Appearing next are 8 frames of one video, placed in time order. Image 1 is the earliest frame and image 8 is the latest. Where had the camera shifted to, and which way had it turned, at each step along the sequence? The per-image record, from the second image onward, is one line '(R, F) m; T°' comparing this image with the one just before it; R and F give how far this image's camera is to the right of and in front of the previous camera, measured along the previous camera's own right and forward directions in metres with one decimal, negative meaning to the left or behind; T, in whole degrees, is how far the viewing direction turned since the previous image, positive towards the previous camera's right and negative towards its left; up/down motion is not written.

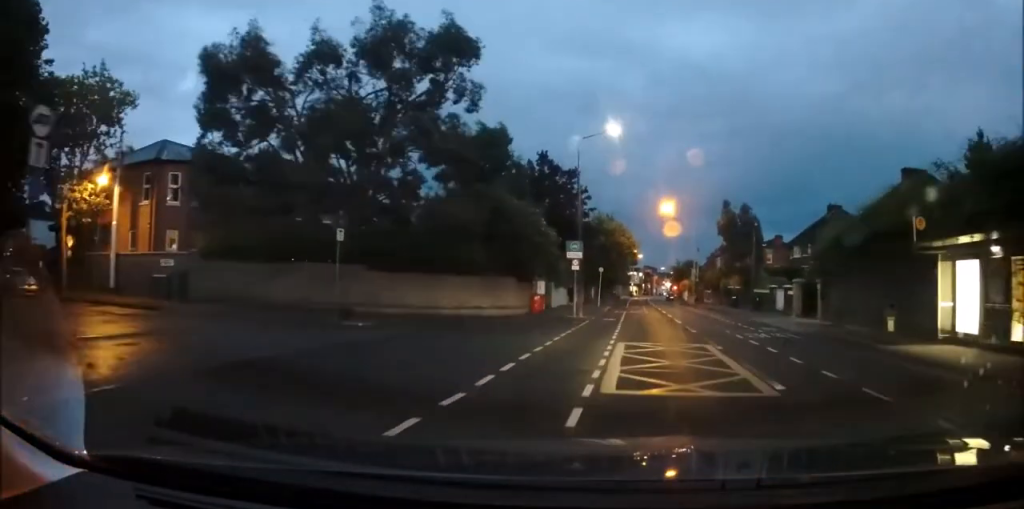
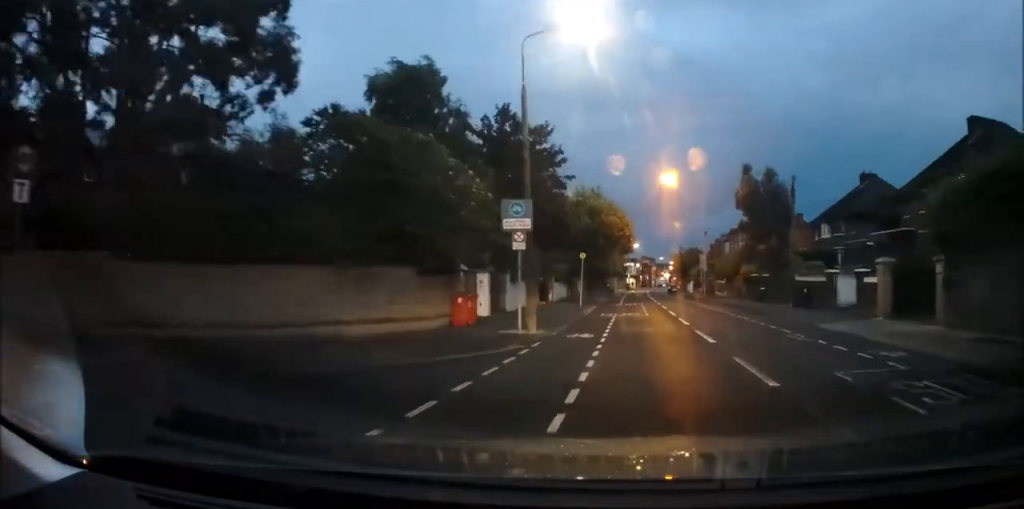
(-0.1, +12.2) m; -1°
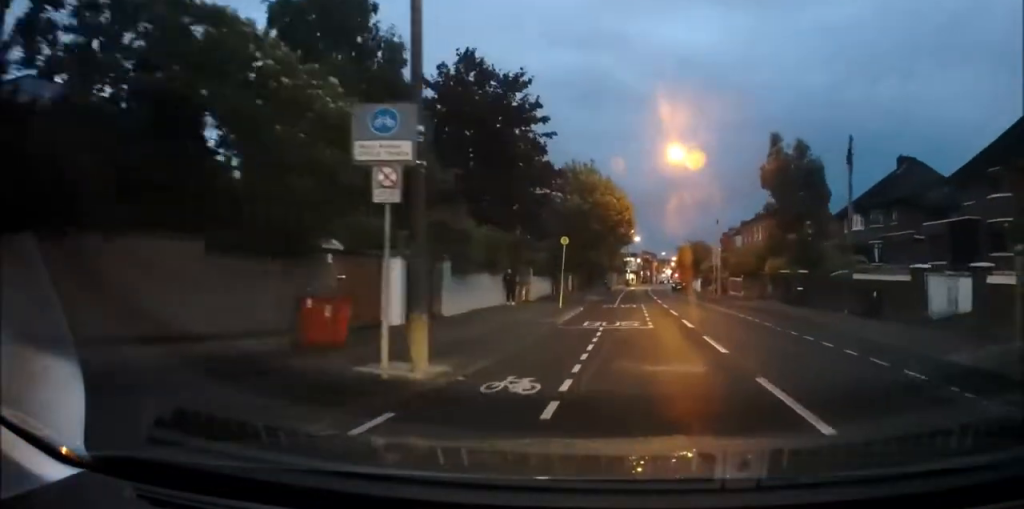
(0.0, +8.4) m; 0°
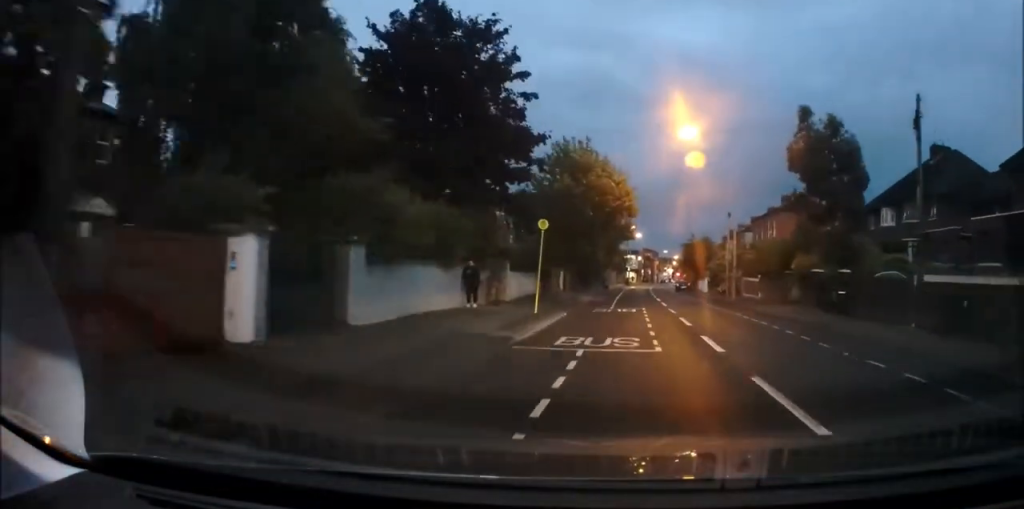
(0.0, +5.9) m; 0°
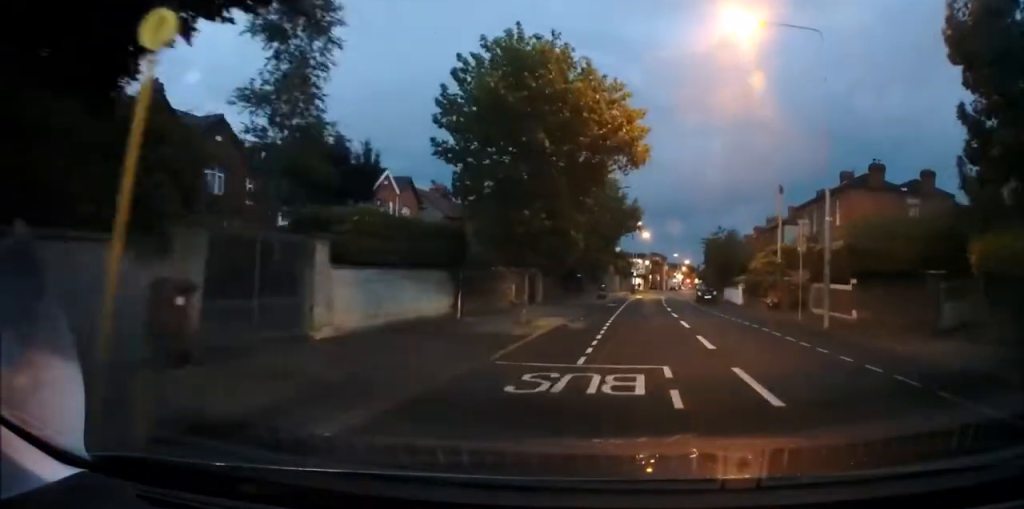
(+0.1, +15.9) m; +1°
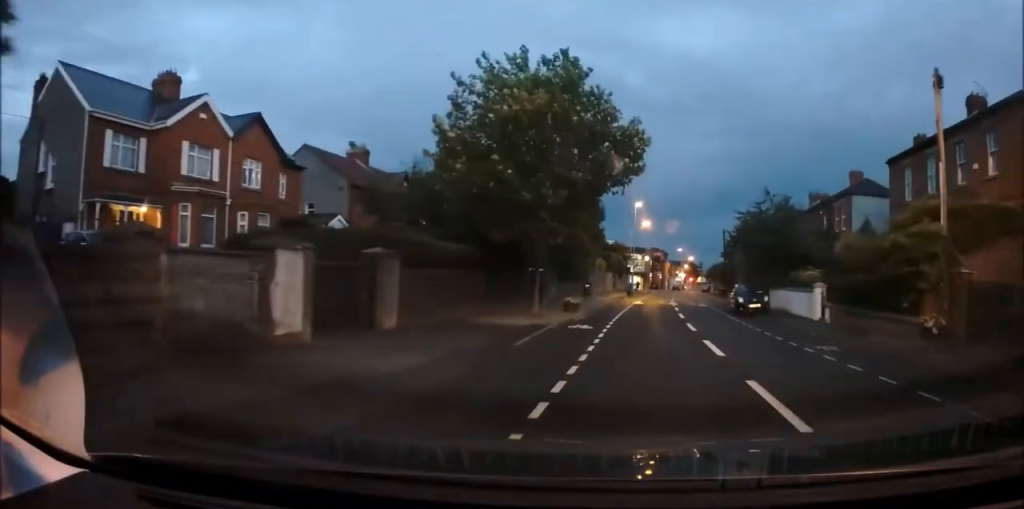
(0.0, +18.4) m; +1°
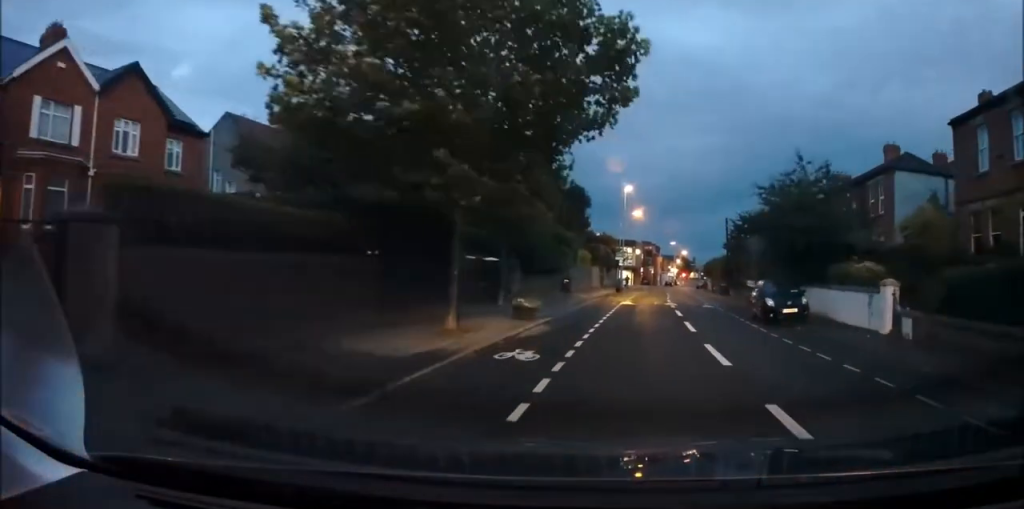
(+0.1, +7.6) m; +1°
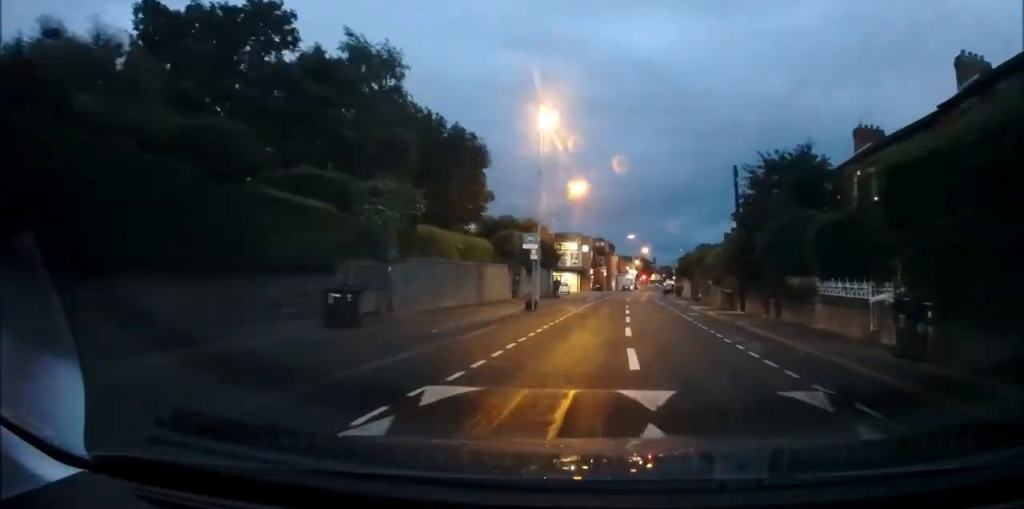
(+0.6, +25.3) m; 0°
